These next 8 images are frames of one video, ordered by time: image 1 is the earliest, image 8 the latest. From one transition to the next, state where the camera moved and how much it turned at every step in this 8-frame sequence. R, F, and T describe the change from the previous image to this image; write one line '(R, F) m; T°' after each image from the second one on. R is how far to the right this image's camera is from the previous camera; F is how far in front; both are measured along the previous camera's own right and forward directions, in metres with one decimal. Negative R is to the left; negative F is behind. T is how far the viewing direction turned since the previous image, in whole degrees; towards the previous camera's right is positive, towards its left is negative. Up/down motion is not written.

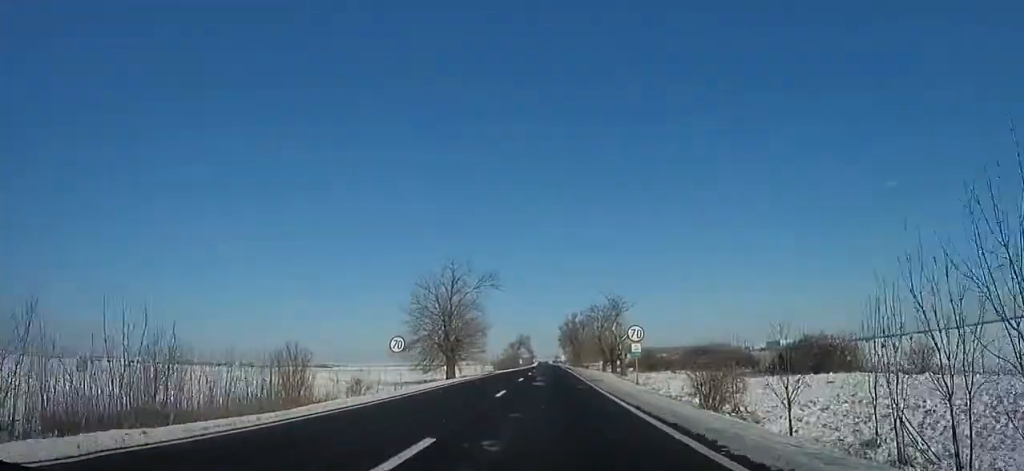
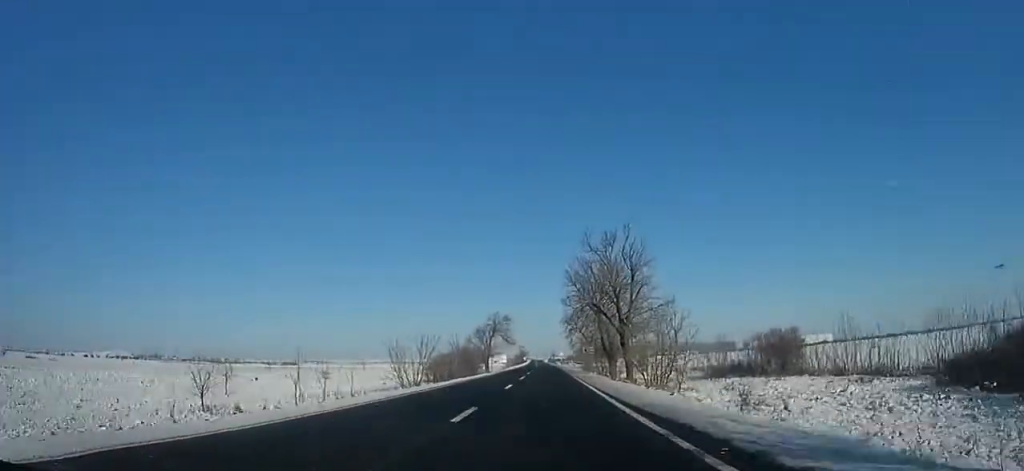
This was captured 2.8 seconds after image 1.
(+1.4, +66.6) m; +2°
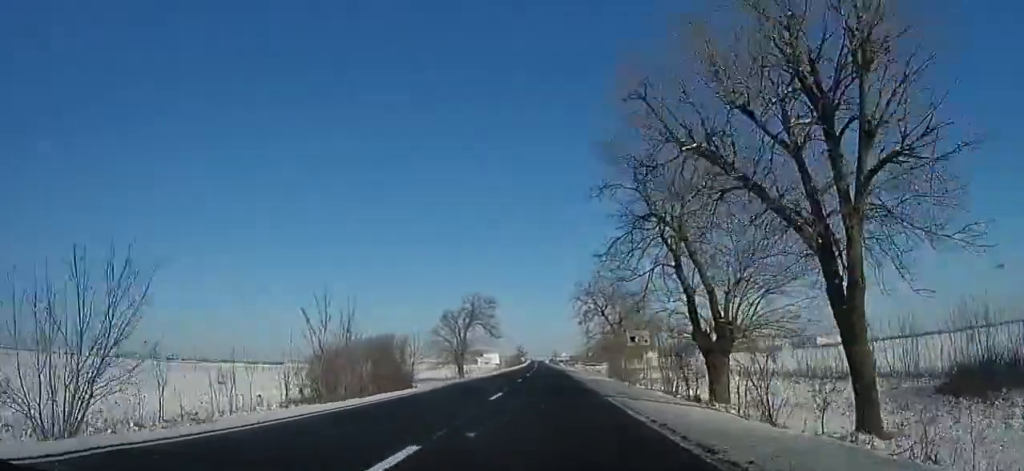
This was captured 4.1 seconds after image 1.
(+0.3, +29.7) m; 0°
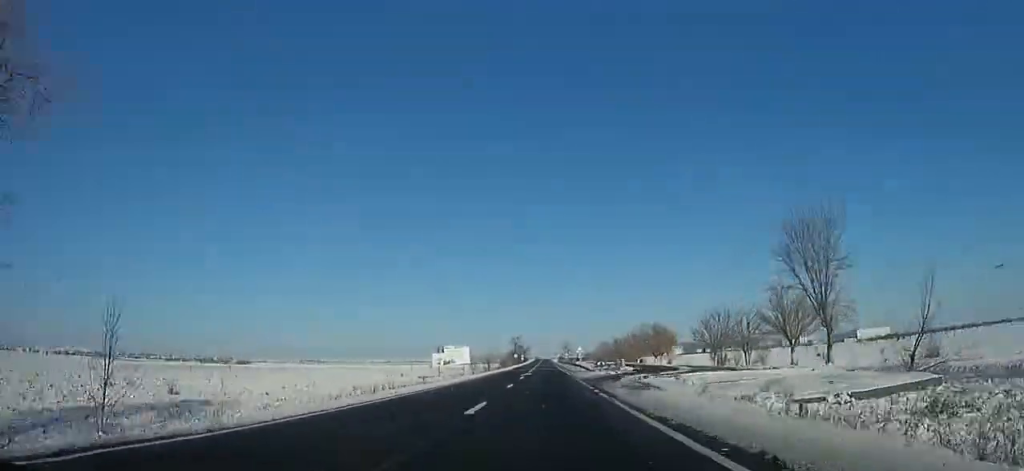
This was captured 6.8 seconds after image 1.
(-1.1, +64.2) m; -2°
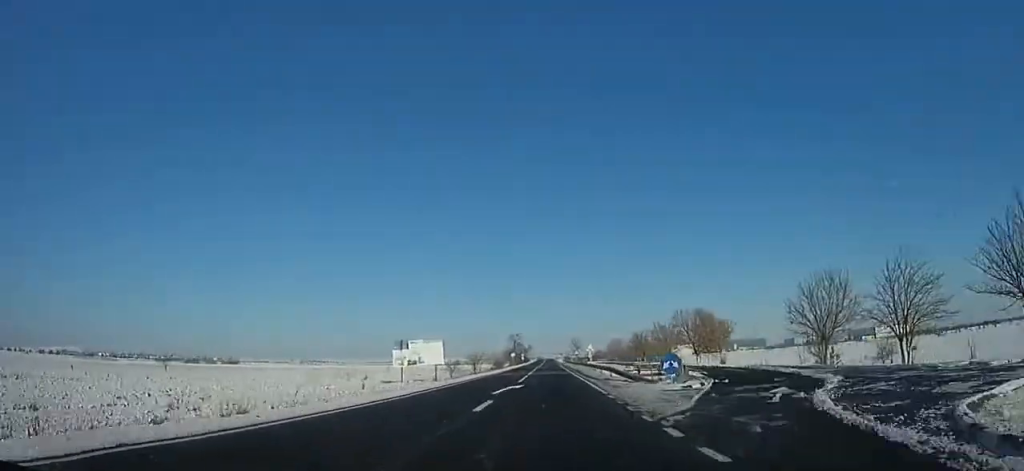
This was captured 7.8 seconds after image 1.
(-0.6, +23.4) m; 0°
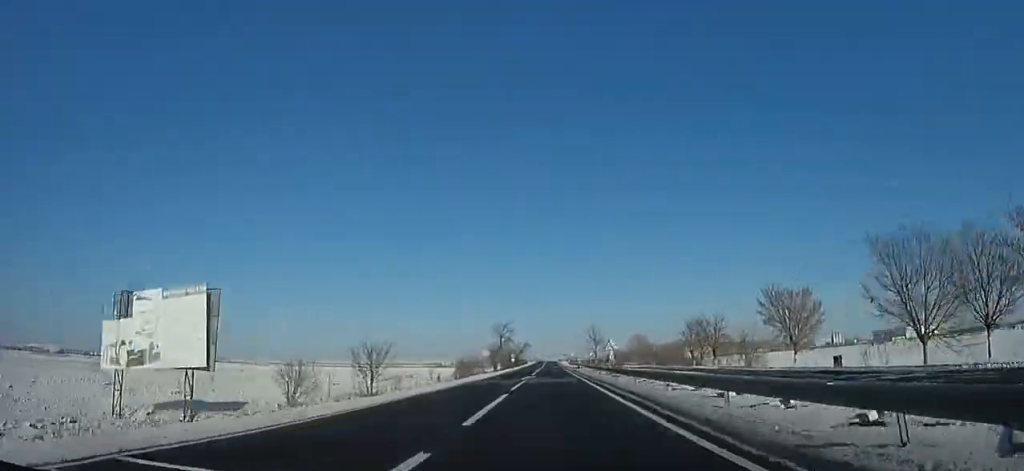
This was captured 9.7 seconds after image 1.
(+0.8, +42.8) m; 0°
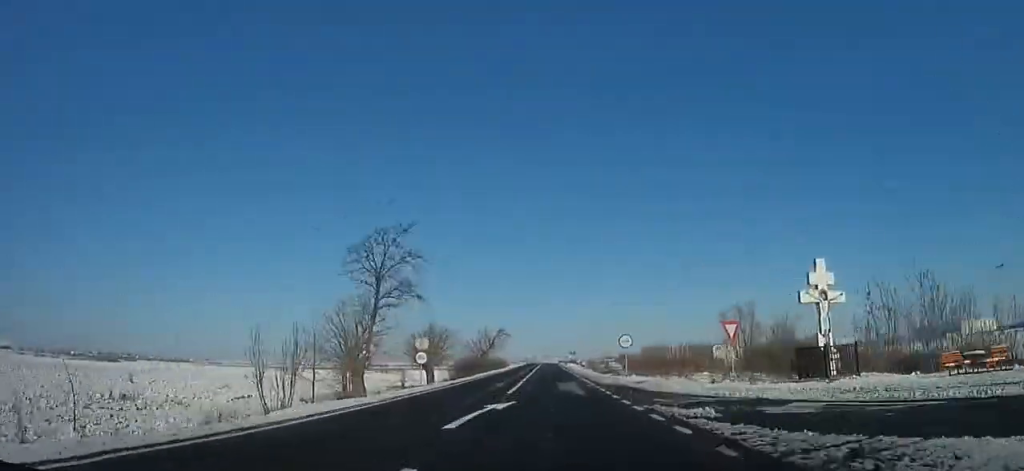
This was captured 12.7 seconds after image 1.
(-1.1, +70.4) m; -1°
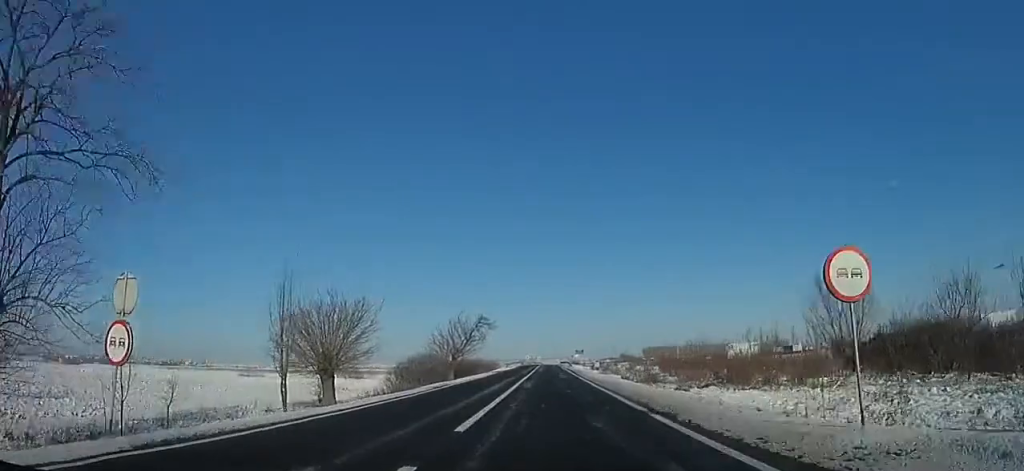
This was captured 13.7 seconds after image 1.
(+0.1, +22.3) m; +1°
